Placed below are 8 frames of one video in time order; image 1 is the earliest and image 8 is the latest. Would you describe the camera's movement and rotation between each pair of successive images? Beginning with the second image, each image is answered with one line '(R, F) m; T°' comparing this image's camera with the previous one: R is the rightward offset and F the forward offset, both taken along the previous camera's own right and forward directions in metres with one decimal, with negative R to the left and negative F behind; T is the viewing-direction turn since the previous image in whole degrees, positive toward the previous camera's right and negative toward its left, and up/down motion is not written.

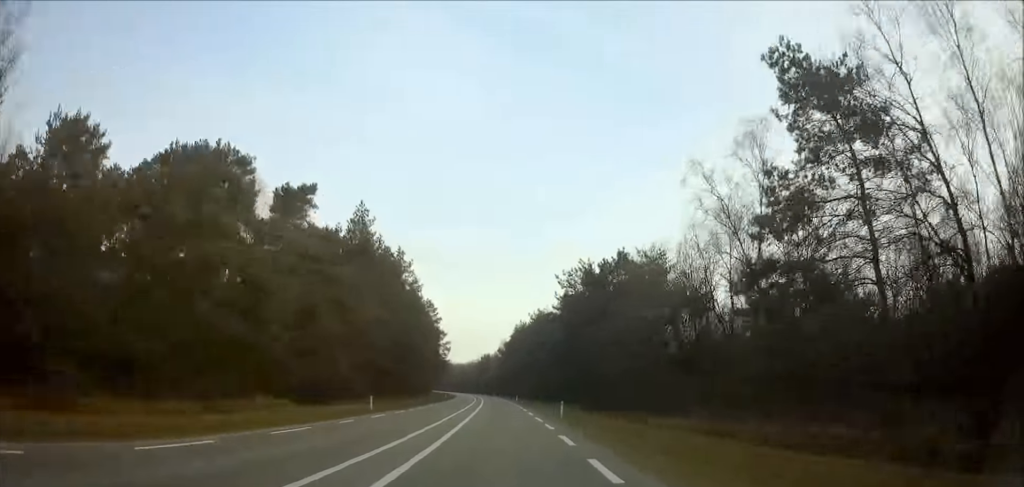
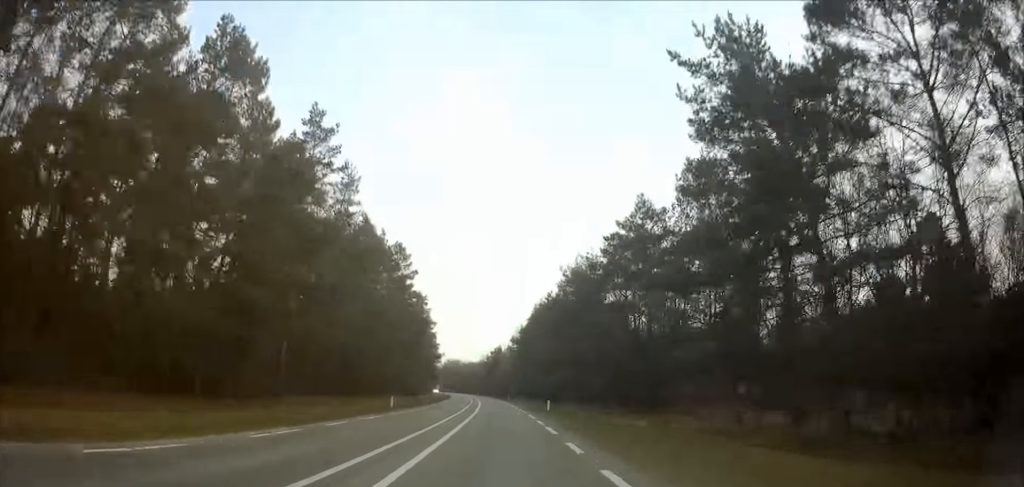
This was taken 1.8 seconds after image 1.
(-0.7, +43.7) m; -2°
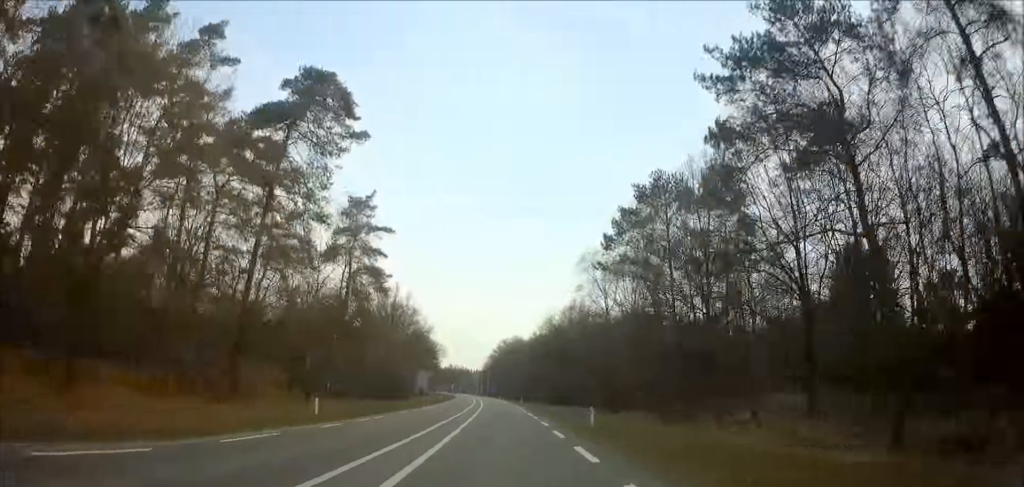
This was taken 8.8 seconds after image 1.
(-9.8, +169.4) m; -7°
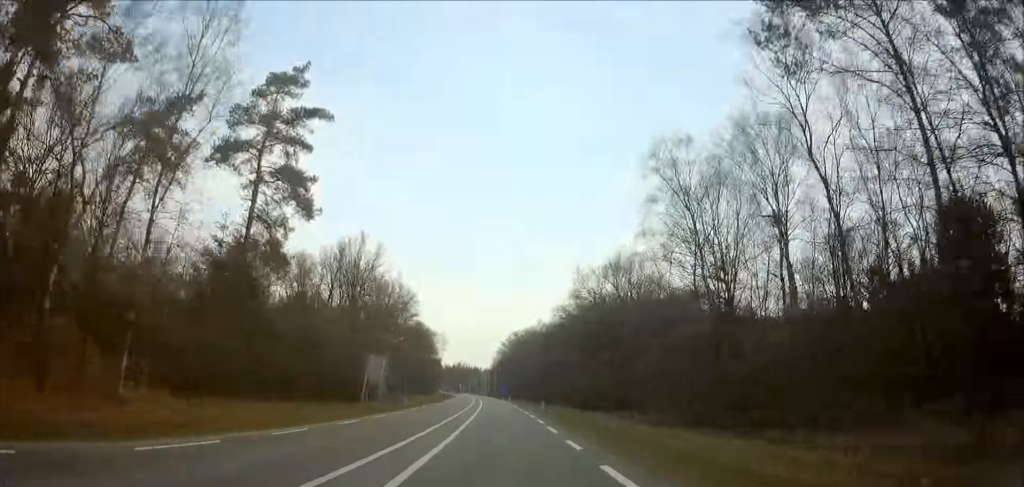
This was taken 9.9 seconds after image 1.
(-0.2, +27.4) m; -1°
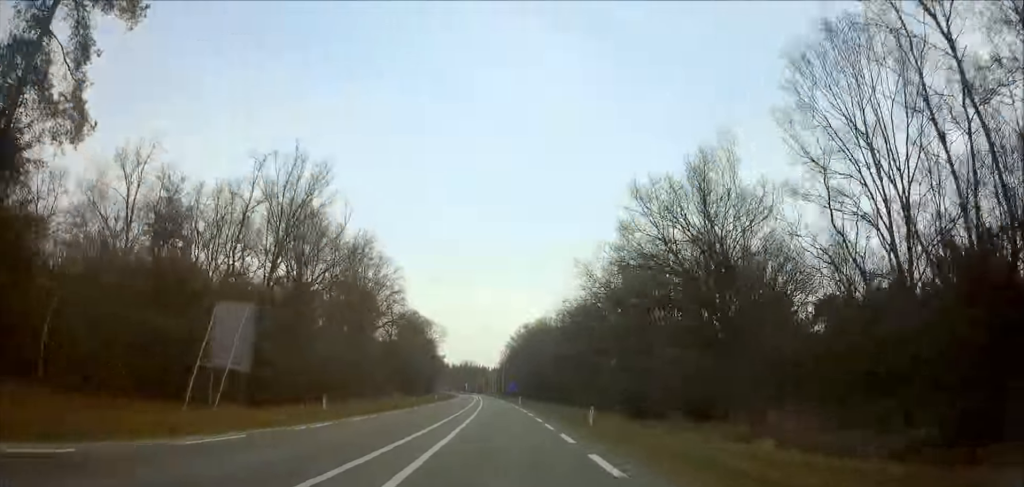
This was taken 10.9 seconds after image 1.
(-0.2, +22.5) m; -1°
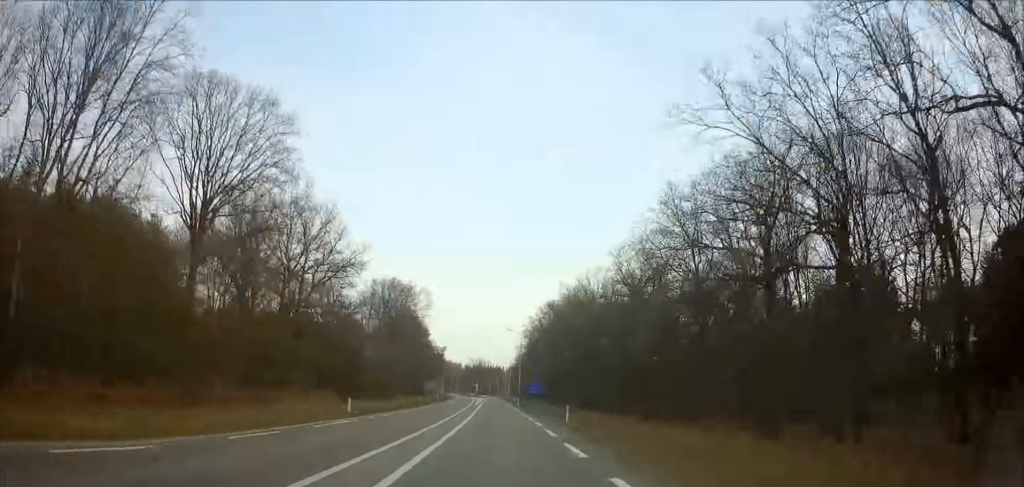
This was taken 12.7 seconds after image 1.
(-0.5, +45.0) m; -1°
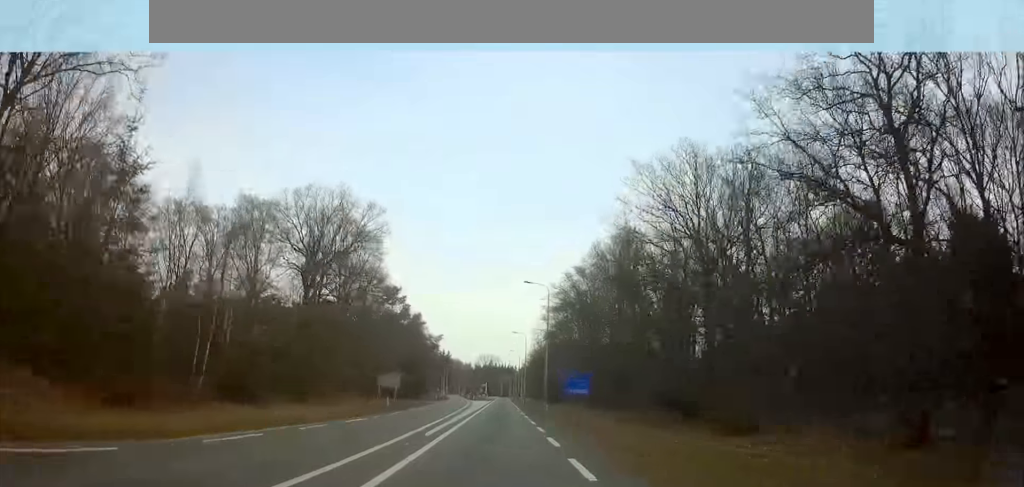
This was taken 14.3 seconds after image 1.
(-0.4, +38.5) m; -1°
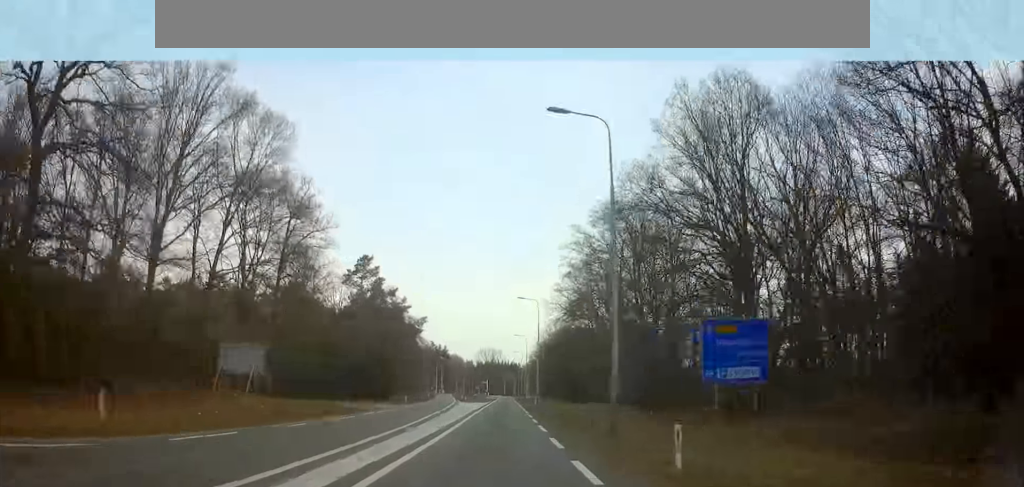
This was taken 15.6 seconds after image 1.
(-0.2, +30.5) m; 0°
